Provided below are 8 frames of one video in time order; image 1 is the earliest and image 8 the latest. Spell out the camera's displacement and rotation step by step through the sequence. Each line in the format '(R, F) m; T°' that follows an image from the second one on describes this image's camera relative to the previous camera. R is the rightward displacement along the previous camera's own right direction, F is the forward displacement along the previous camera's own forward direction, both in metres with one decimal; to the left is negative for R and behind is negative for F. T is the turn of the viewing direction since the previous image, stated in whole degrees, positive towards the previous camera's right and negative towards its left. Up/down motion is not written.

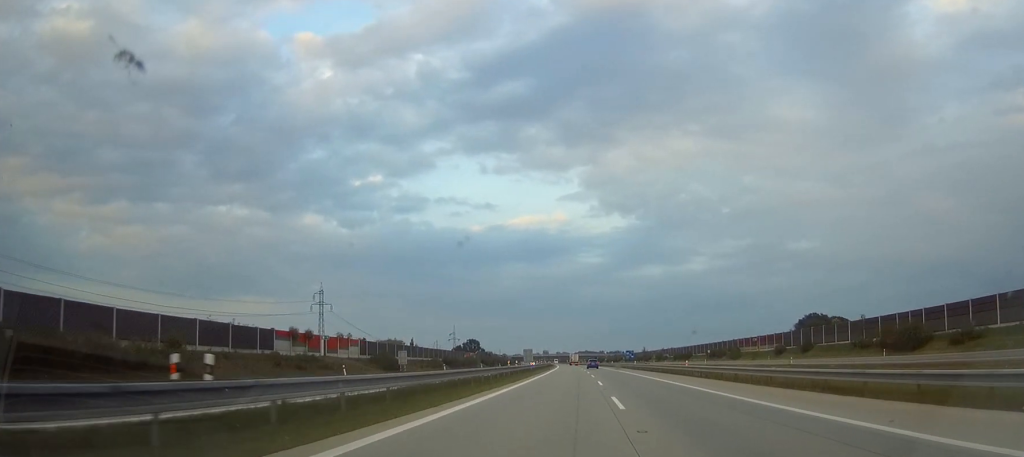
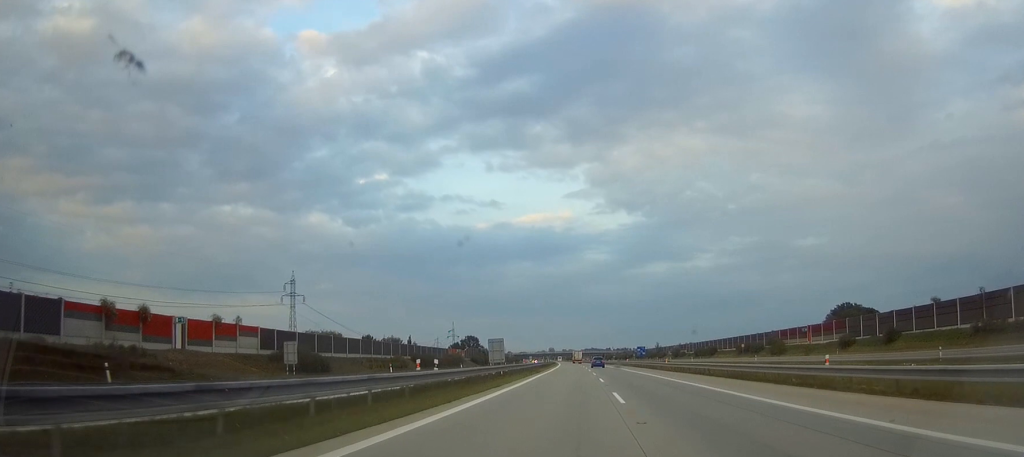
(-0.1, +35.5) m; -1°
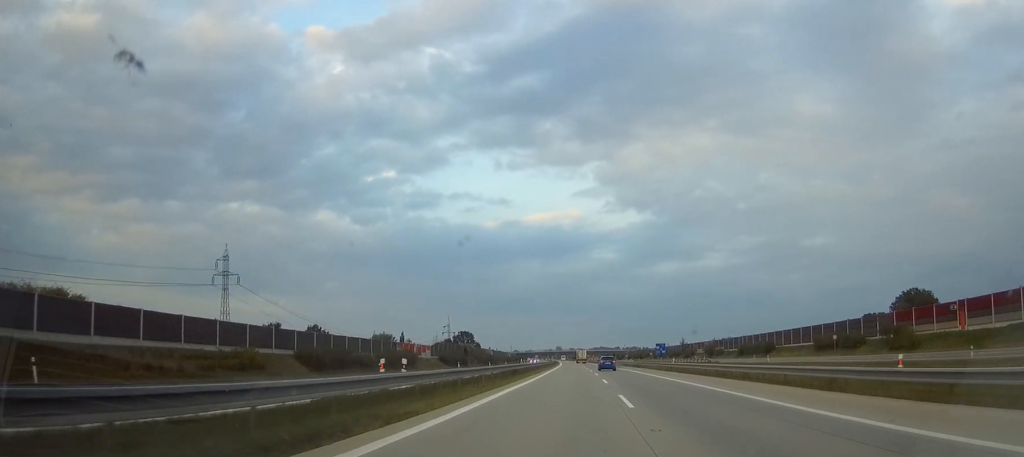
(-0.8, +56.3) m; -1°
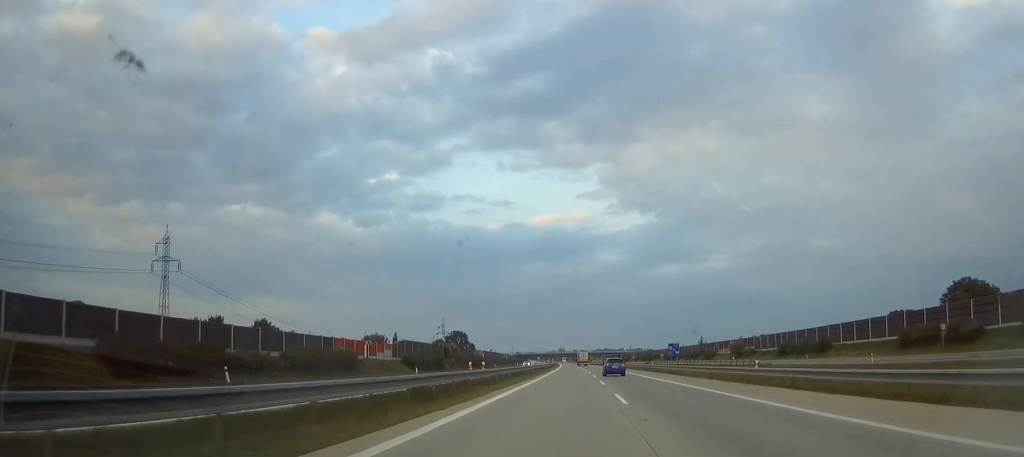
(-0.1, +33.6) m; 0°
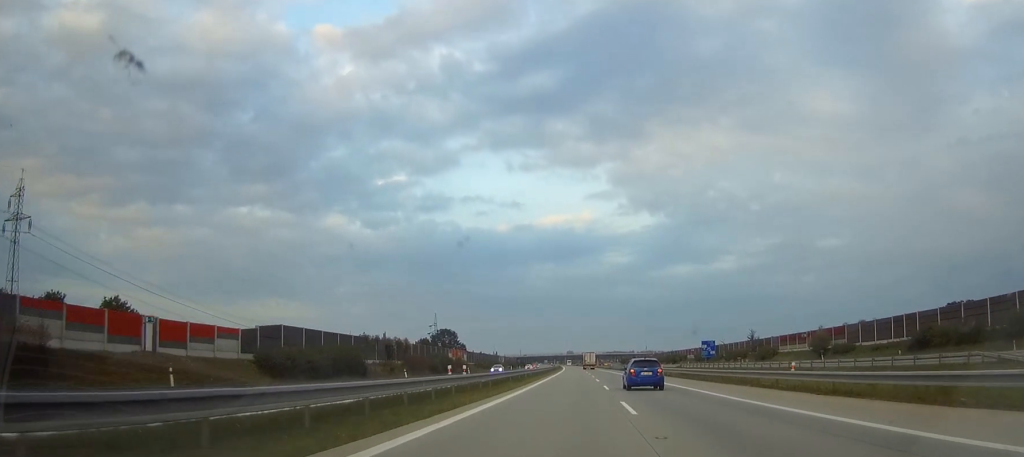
(0.0, +57.2) m; 0°
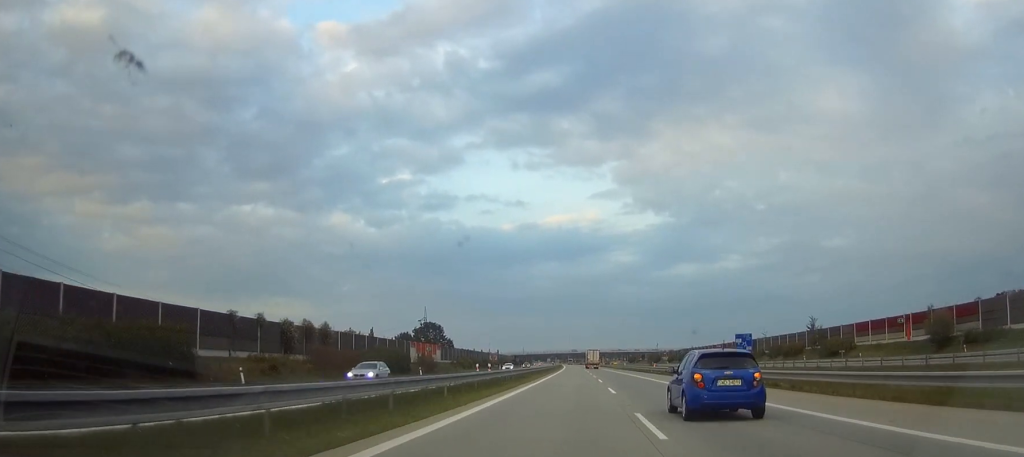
(0.0, +41.8) m; 0°
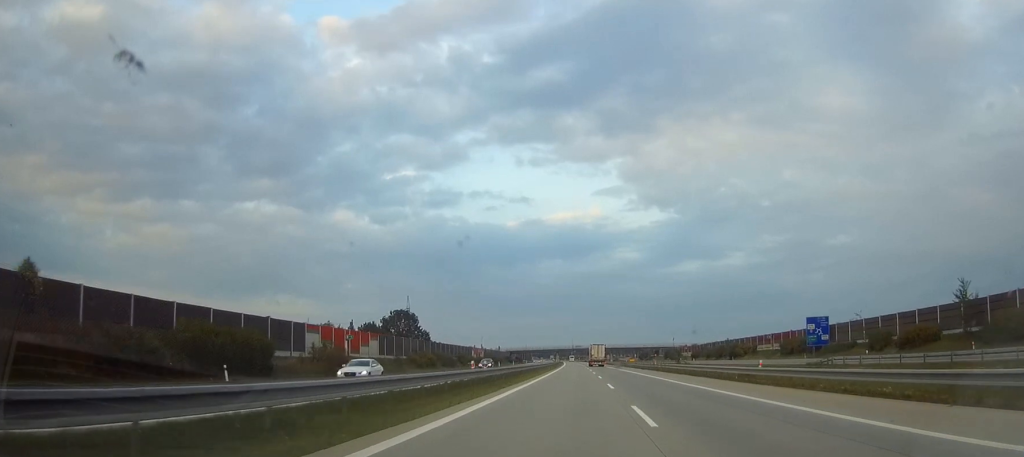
(0.0, +51.7) m; 0°
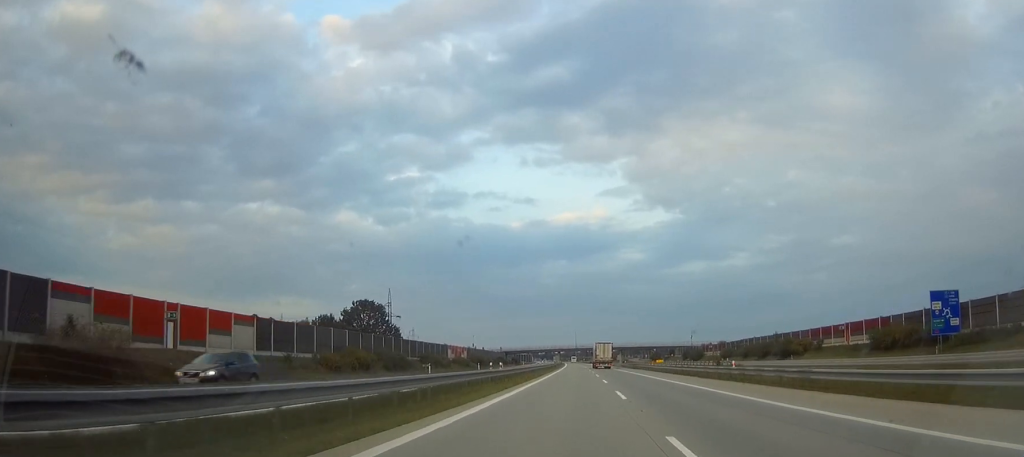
(-0.2, +43.6) m; -1°
